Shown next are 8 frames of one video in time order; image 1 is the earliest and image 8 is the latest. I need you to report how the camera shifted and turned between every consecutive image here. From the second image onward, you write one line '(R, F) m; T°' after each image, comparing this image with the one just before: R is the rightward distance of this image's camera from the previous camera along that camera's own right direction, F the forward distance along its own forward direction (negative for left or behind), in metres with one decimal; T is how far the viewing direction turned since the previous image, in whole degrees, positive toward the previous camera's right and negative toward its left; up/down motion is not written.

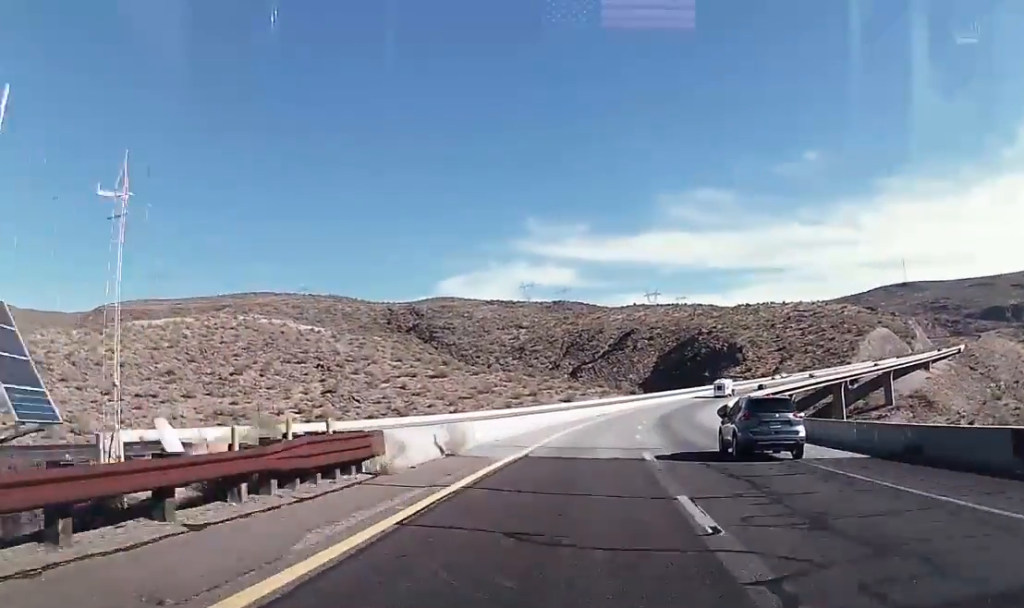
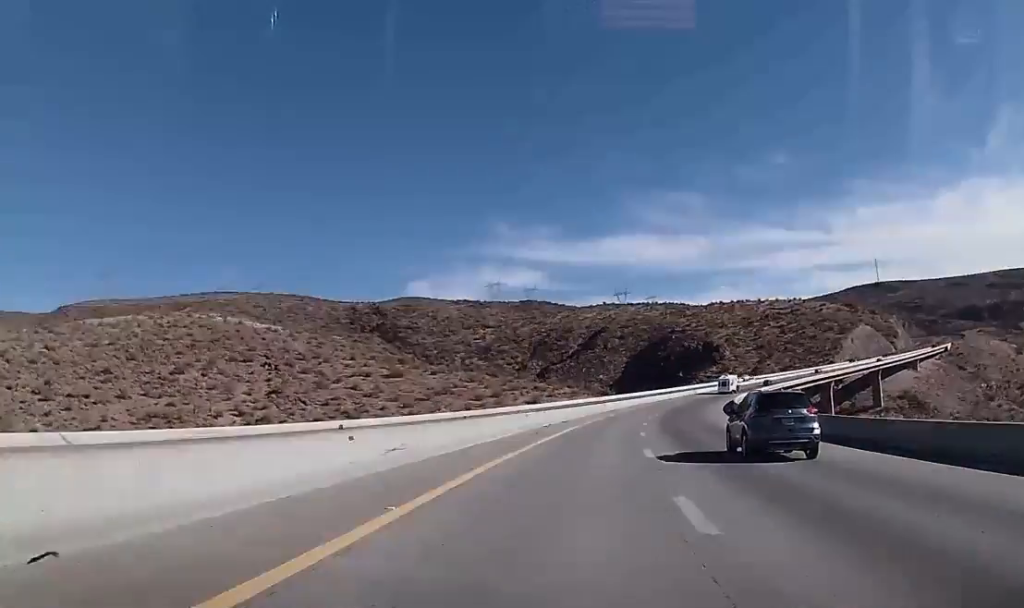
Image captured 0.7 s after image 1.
(+0.1, +24.5) m; +1°
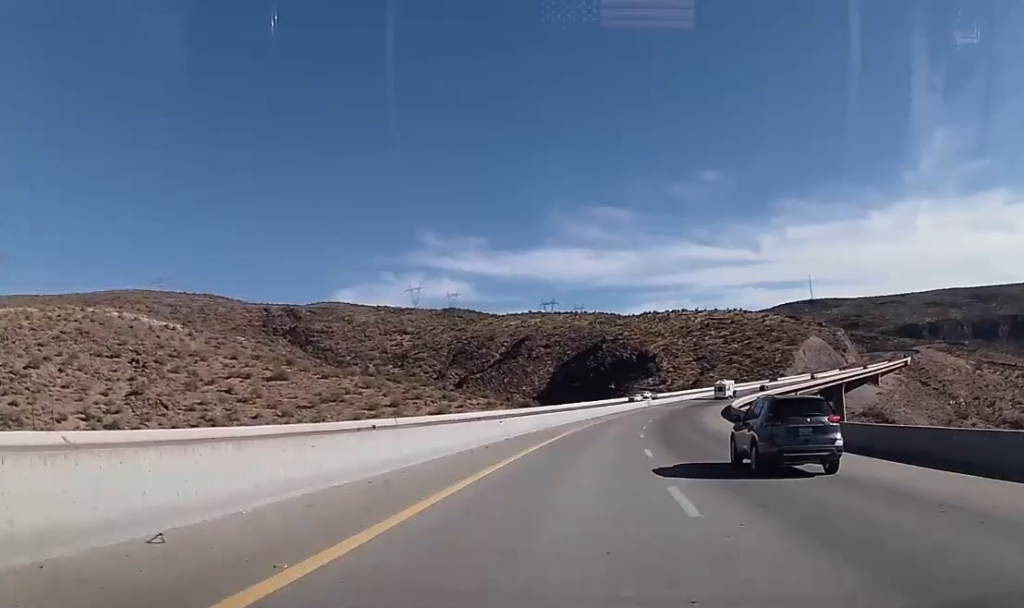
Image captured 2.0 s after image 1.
(+1.7, +46.2) m; +4°
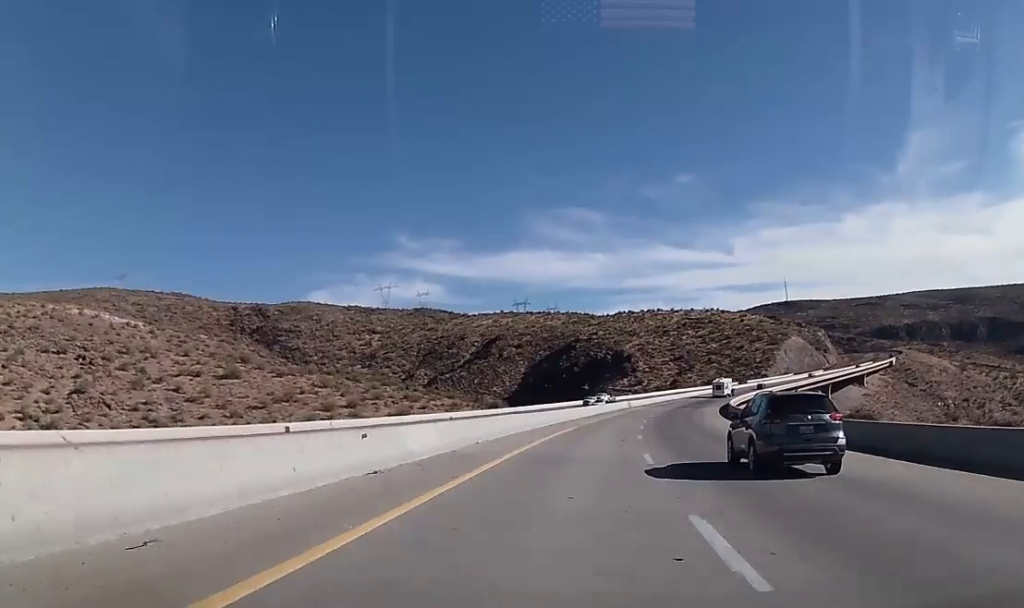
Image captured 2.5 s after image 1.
(0.0, +16.1) m; +2°
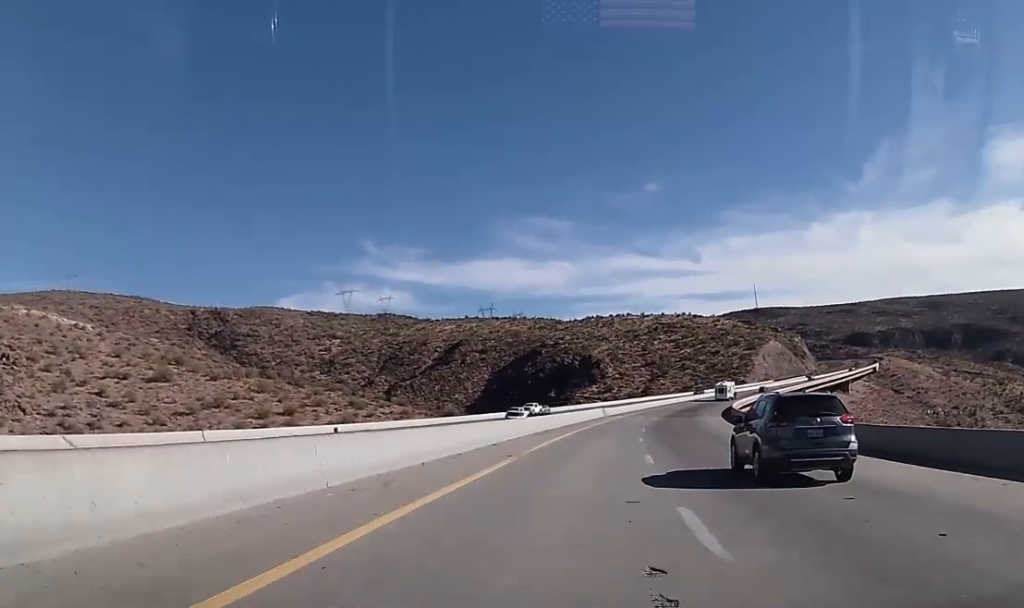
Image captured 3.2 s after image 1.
(+0.6, +22.8) m; +3°
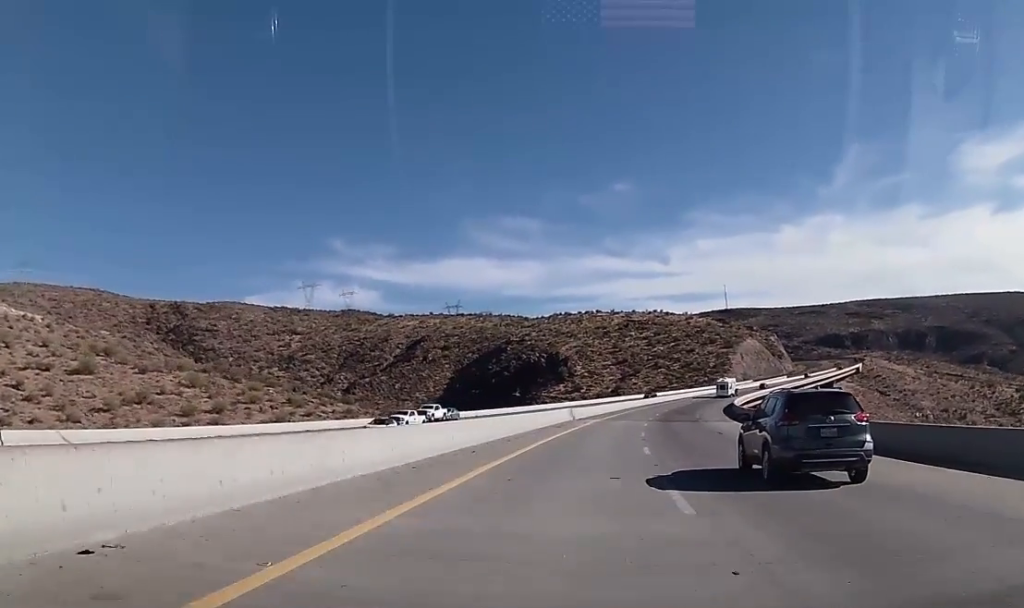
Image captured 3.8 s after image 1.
(+0.6, +21.5) m; +2°
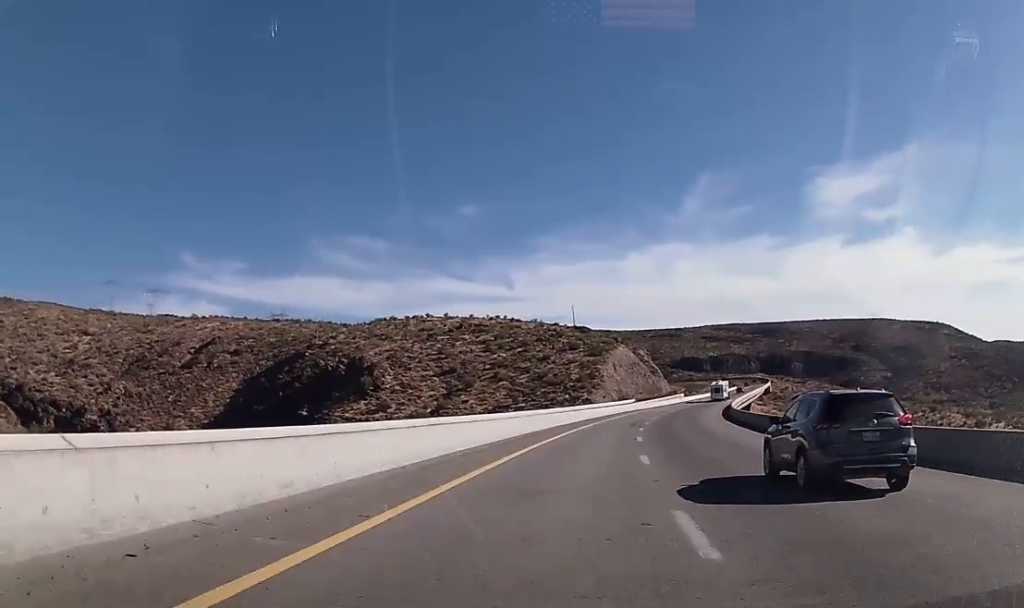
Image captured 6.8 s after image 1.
(+9.4, +99.5) m; +12°
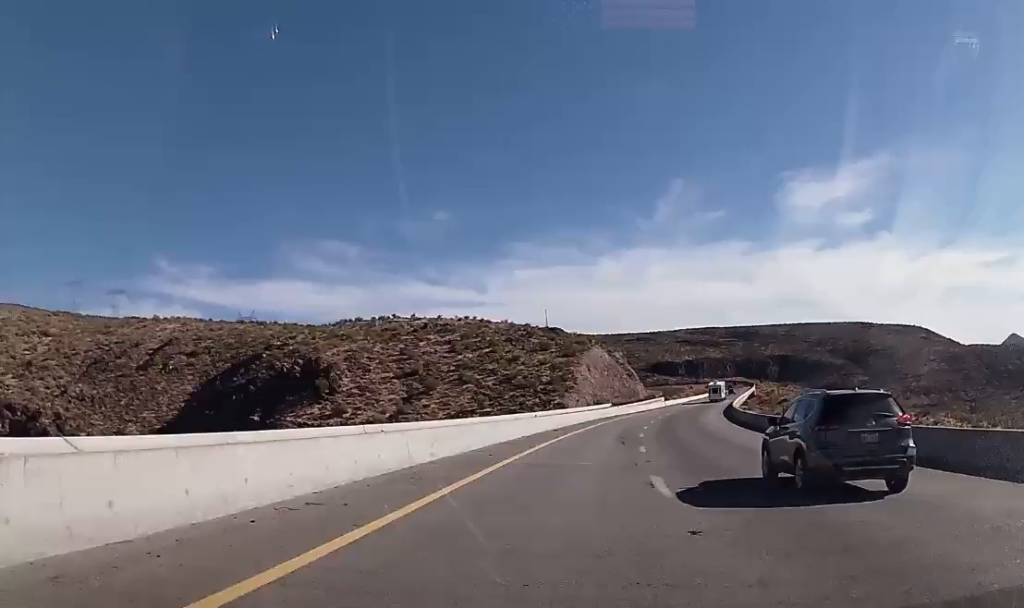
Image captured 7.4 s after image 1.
(+0.4, +18.8) m; +2°
